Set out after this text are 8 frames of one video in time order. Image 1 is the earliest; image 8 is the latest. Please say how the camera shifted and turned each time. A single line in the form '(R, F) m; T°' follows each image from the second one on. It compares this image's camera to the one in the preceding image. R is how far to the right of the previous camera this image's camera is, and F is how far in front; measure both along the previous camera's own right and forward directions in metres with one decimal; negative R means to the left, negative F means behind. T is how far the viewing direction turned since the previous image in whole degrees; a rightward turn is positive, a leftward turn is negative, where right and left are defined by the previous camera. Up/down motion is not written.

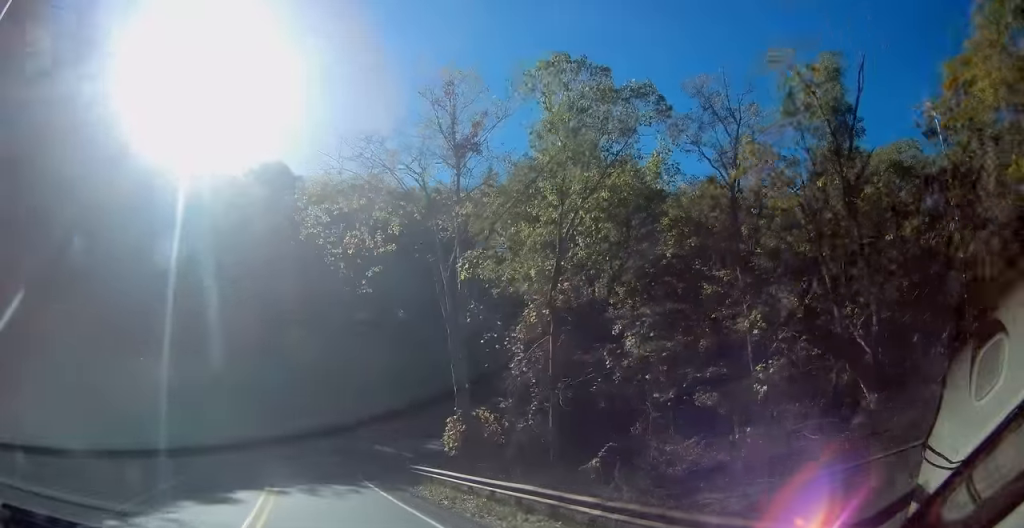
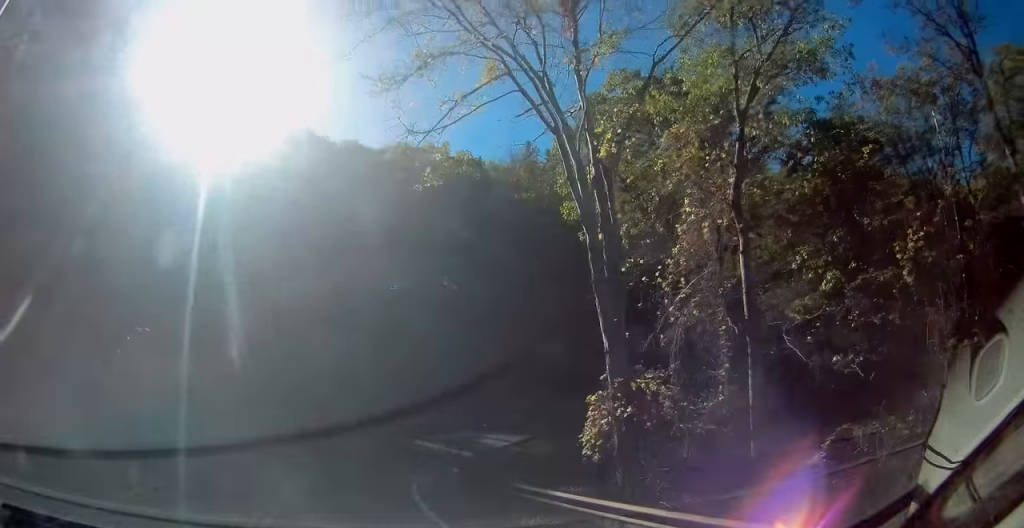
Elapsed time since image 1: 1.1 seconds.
(-1.4, +11.9) m; -7°
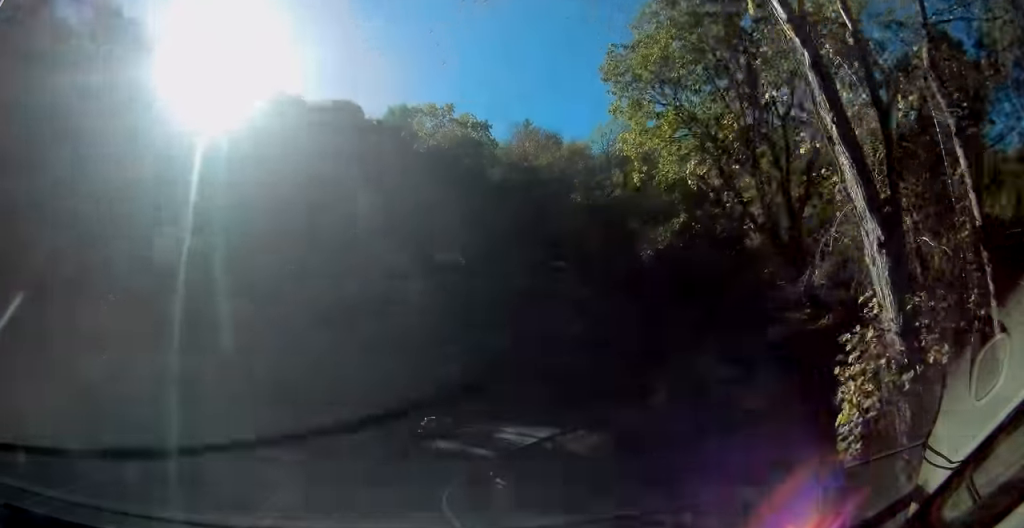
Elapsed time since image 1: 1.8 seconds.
(0.0, +8.2) m; +2°
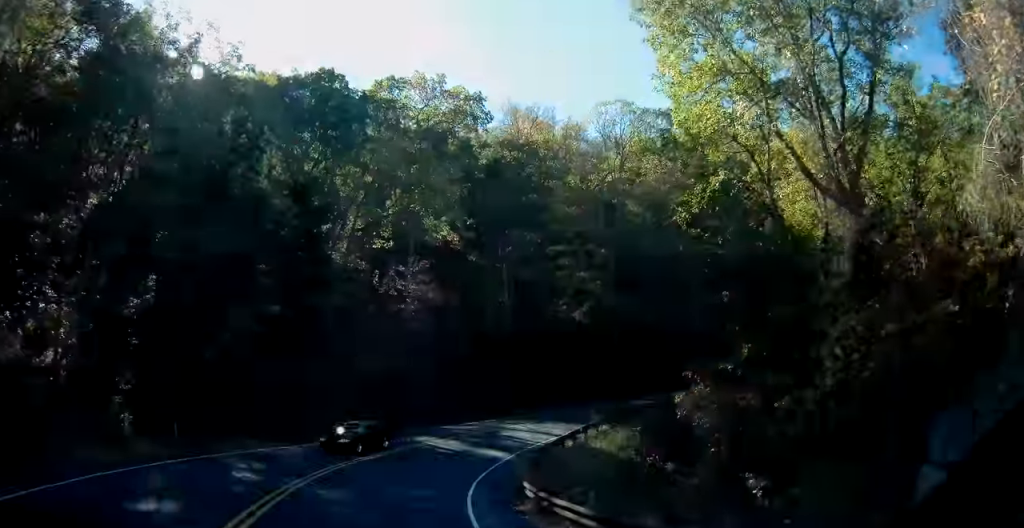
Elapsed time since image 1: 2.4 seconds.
(+0.1, +5.6) m; +3°
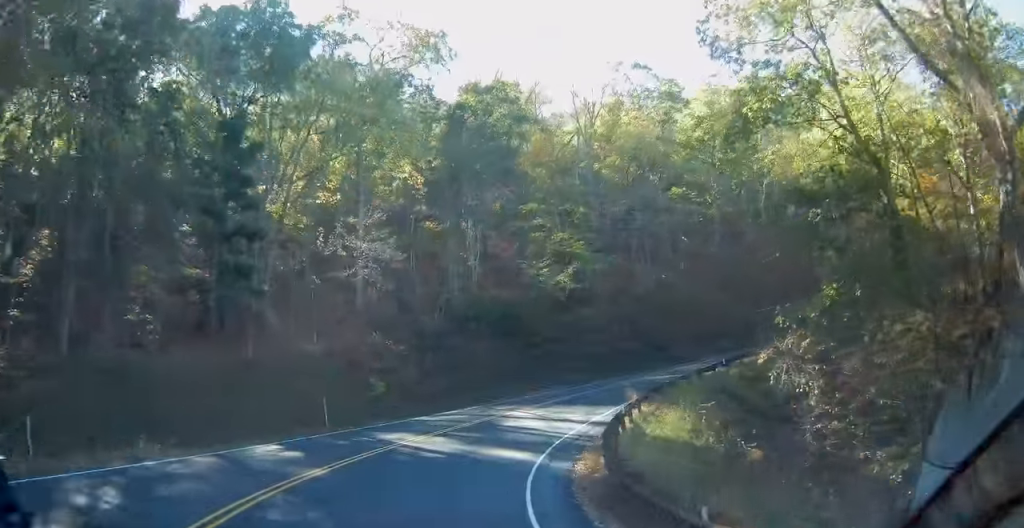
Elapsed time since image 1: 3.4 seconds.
(+0.5, +10.3) m; +10°
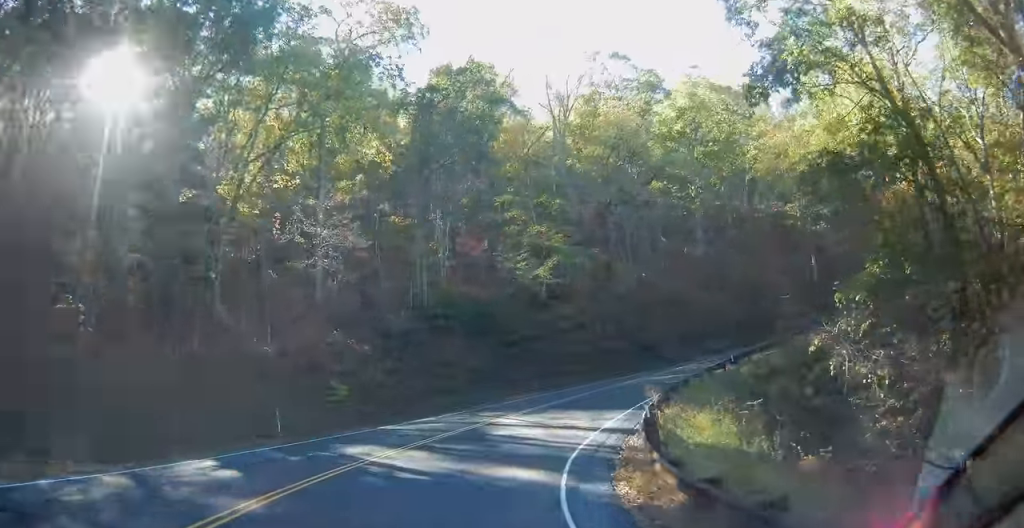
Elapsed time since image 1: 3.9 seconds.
(+0.6, +4.6) m; +4°
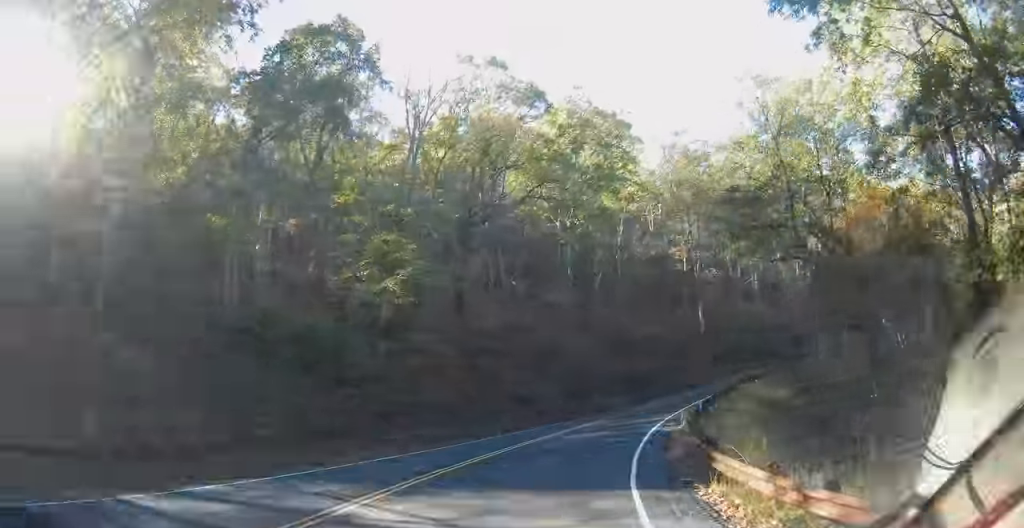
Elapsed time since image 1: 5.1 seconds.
(+0.9, +12.4) m; +13°
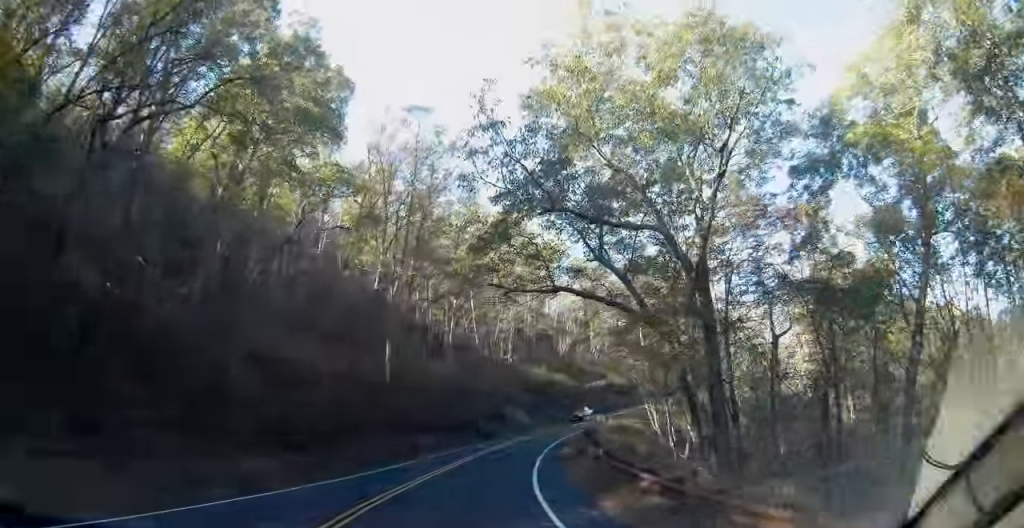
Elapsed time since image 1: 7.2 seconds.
(+6.5, +19.5) m; +36°
